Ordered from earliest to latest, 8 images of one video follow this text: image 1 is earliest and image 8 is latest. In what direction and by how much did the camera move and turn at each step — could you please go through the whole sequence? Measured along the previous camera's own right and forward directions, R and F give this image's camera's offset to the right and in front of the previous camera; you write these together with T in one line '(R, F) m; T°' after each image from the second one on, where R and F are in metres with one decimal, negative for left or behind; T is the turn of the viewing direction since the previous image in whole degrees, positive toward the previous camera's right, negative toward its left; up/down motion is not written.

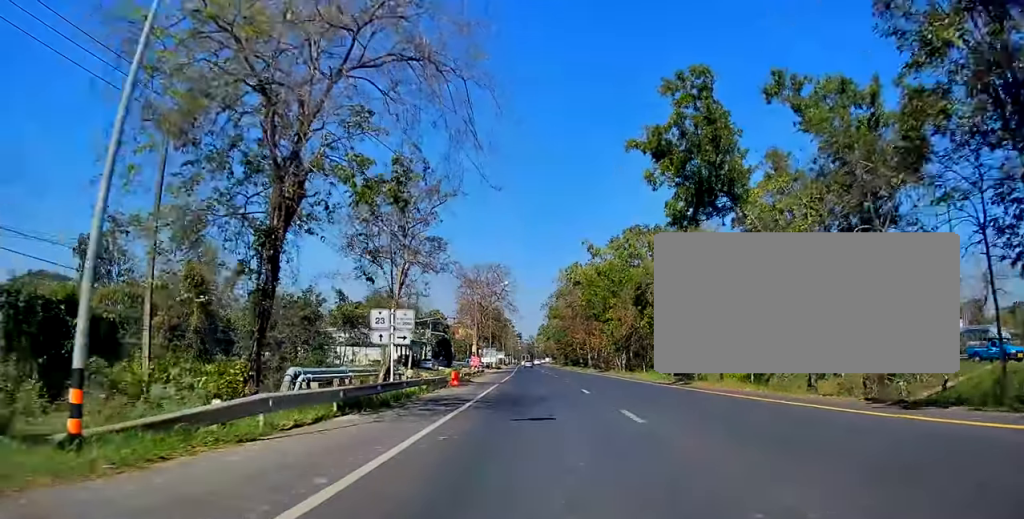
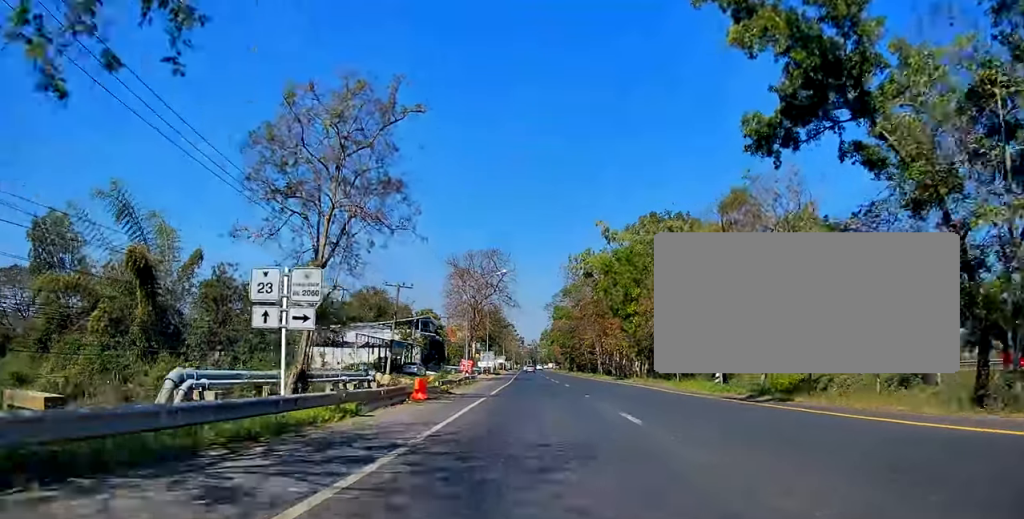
(-0.1, +11.7) m; 0°
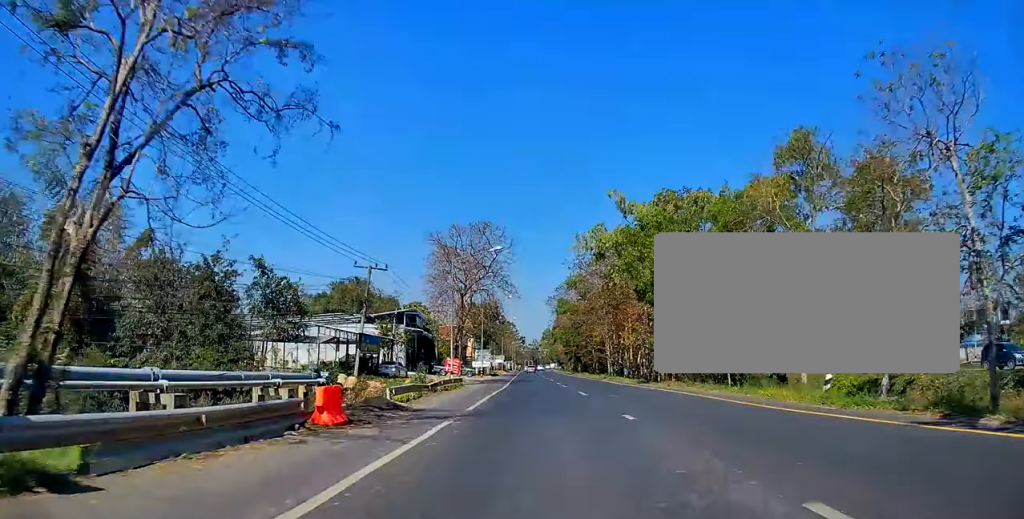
(-0.1, +10.8) m; 0°
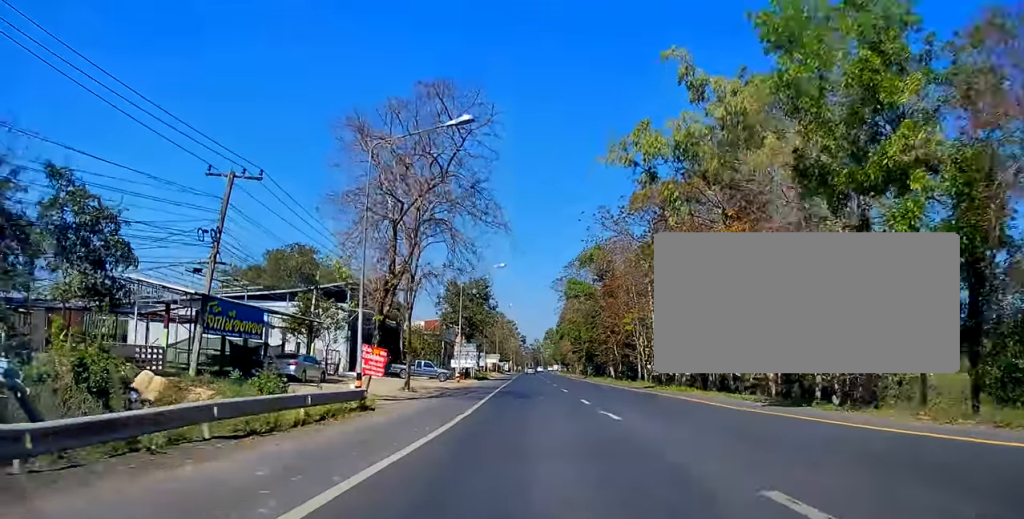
(+0.2, +23.1) m; +1°
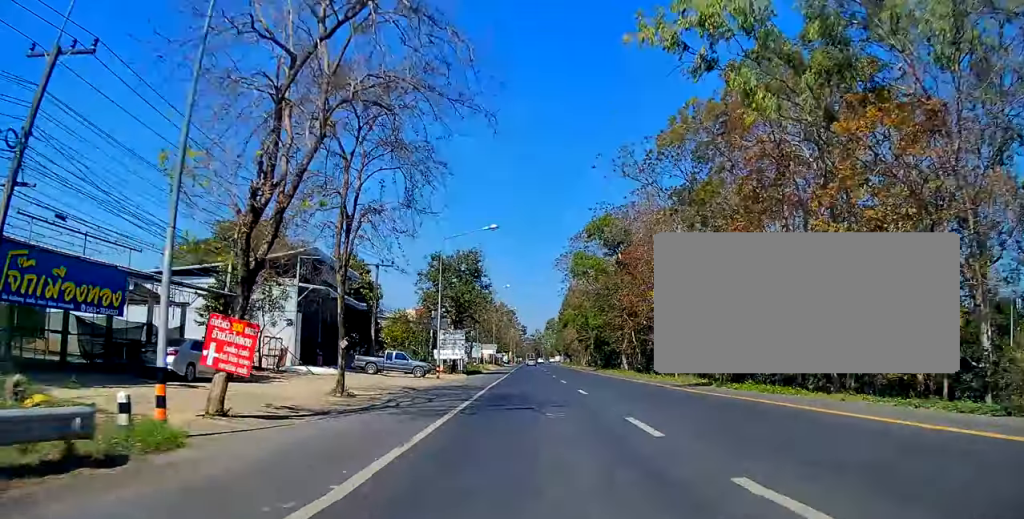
(+0.2, +11.6) m; -1°
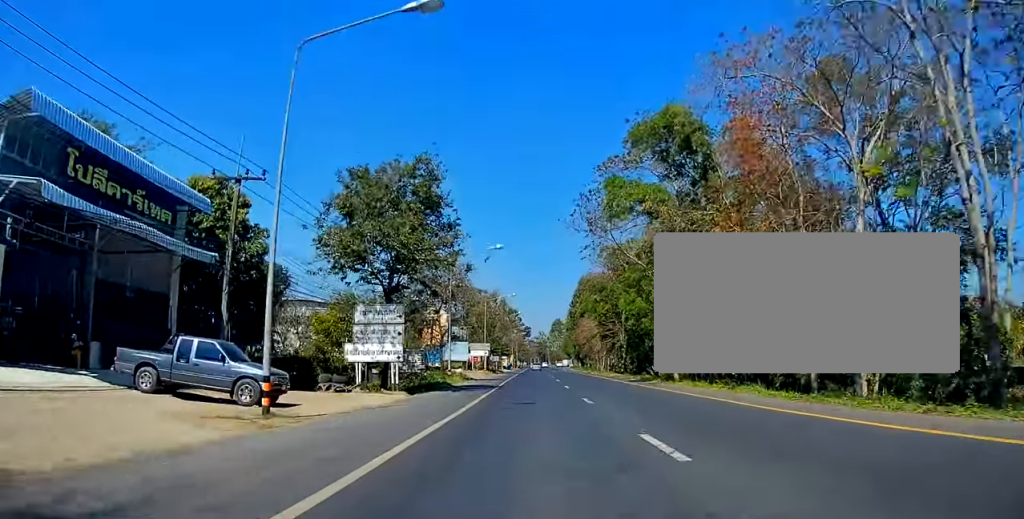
(-0.6, +25.1) m; -1°
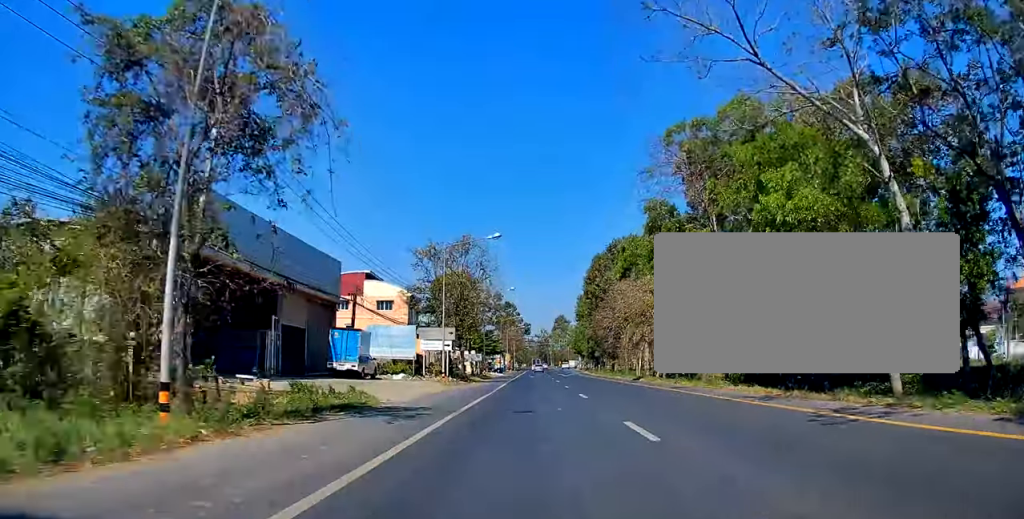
(+0.1, +34.4) m; 0°
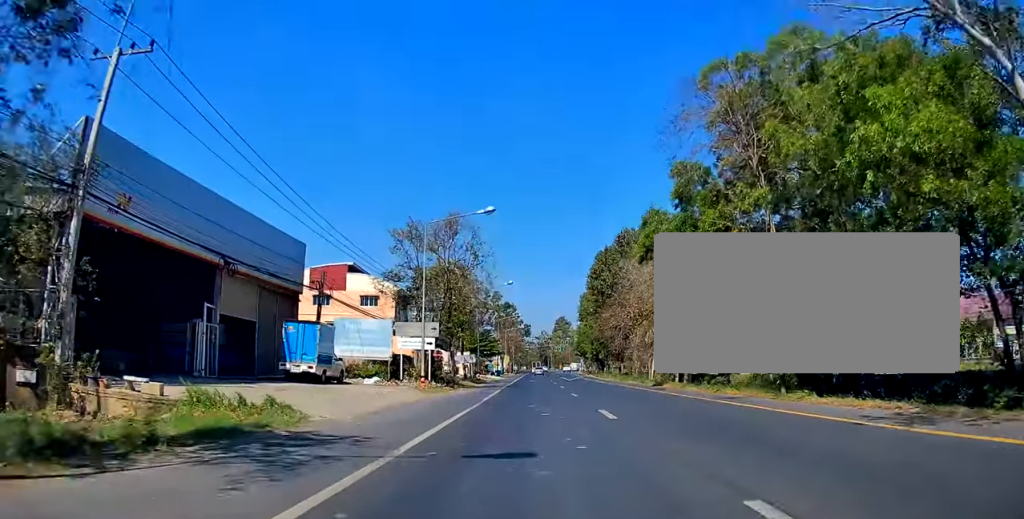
(0.0, +7.6) m; 0°
